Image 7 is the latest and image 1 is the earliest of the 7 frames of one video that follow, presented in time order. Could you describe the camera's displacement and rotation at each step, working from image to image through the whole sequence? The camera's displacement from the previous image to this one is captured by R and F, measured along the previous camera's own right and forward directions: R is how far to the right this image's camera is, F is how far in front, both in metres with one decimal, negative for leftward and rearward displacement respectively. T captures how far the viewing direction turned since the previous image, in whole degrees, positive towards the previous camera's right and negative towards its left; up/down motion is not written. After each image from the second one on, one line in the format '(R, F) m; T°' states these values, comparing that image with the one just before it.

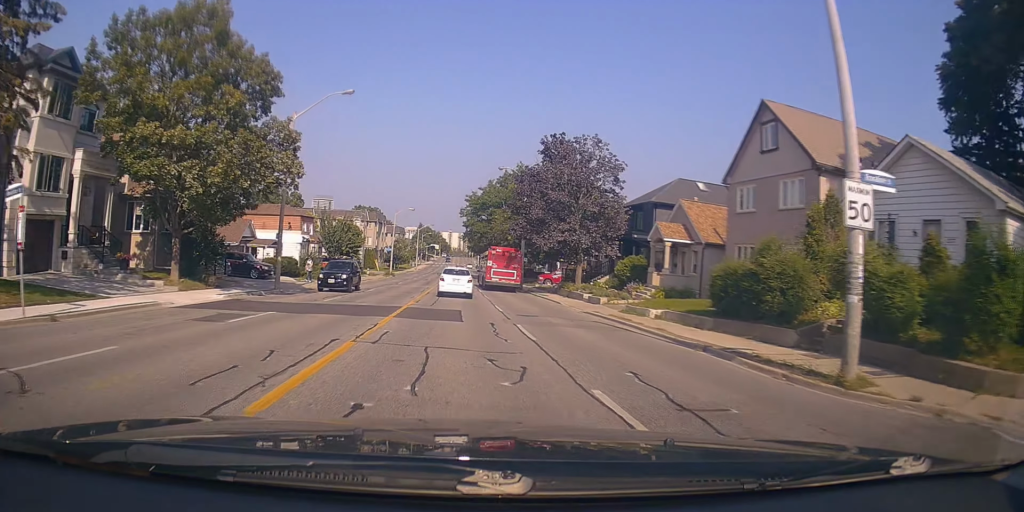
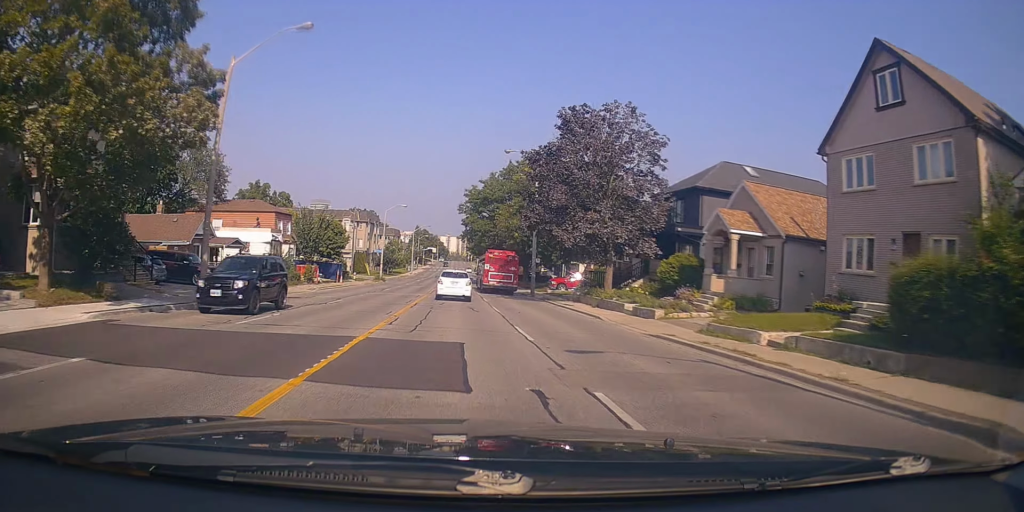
(0.0, +8.6) m; +1°
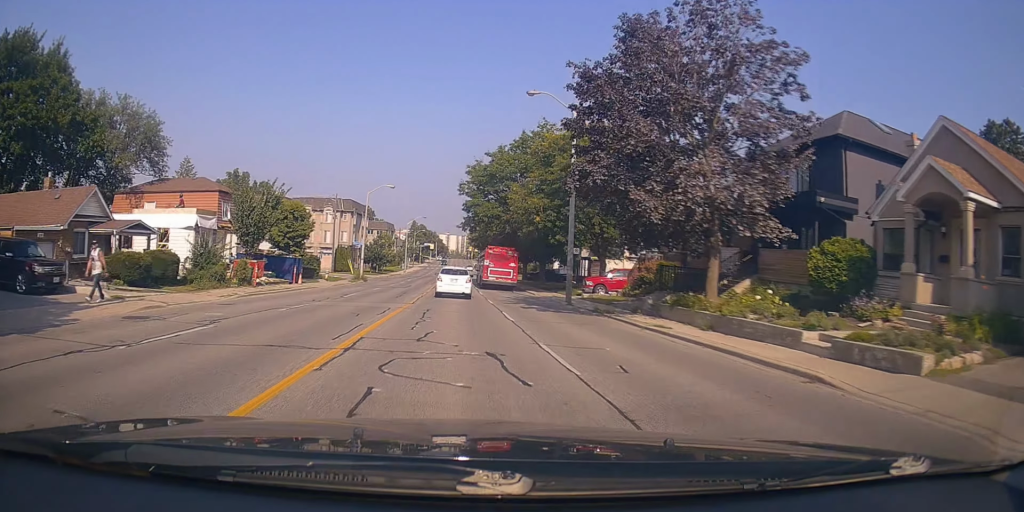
(+0.3, +13.7) m; 0°
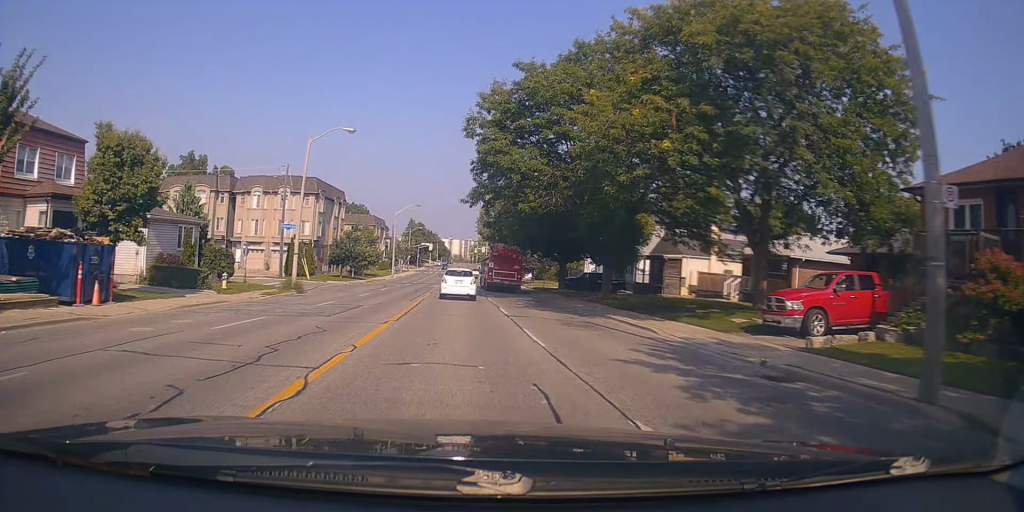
(-0.4, +23.6) m; 0°
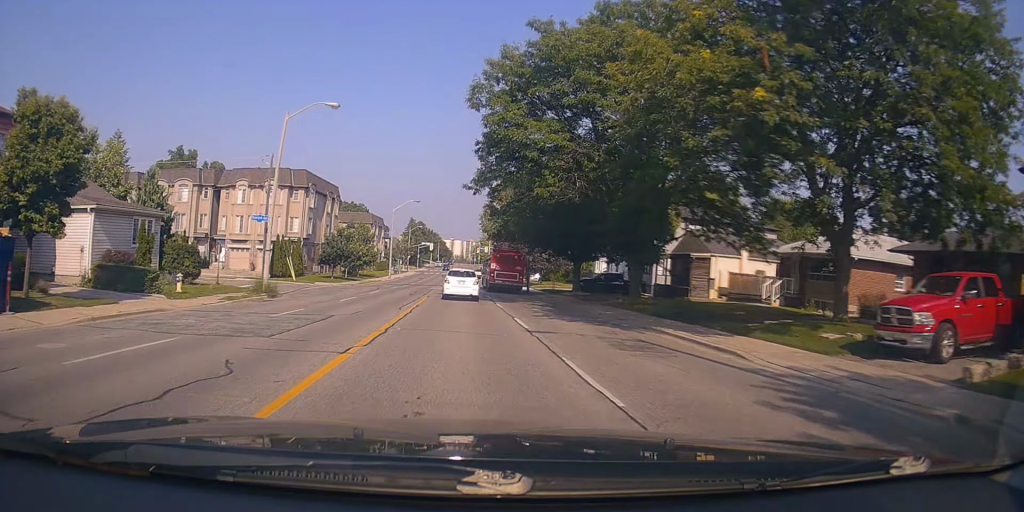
(+0.2, +5.1) m; +1°
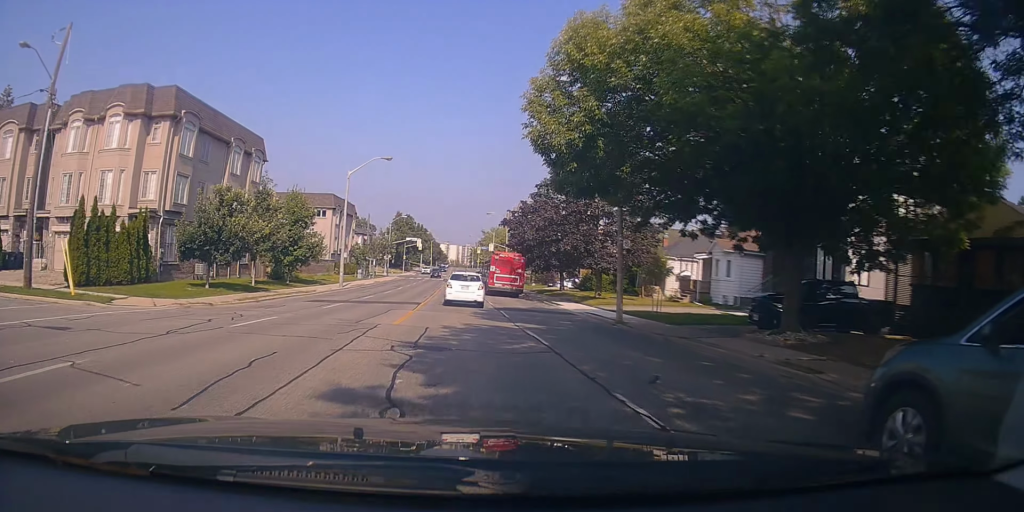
(-0.2, +28.5) m; -3°
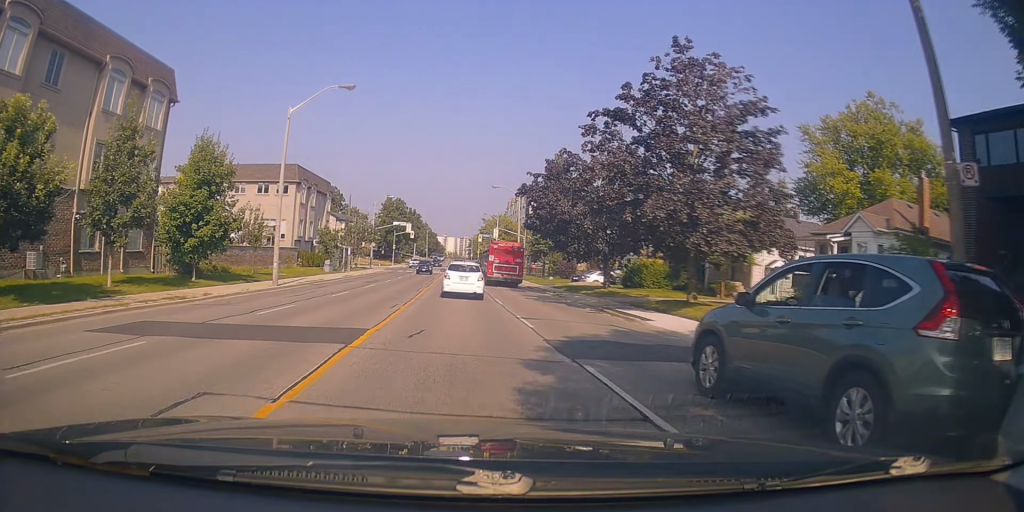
(+0.1, +16.1) m; +3°
